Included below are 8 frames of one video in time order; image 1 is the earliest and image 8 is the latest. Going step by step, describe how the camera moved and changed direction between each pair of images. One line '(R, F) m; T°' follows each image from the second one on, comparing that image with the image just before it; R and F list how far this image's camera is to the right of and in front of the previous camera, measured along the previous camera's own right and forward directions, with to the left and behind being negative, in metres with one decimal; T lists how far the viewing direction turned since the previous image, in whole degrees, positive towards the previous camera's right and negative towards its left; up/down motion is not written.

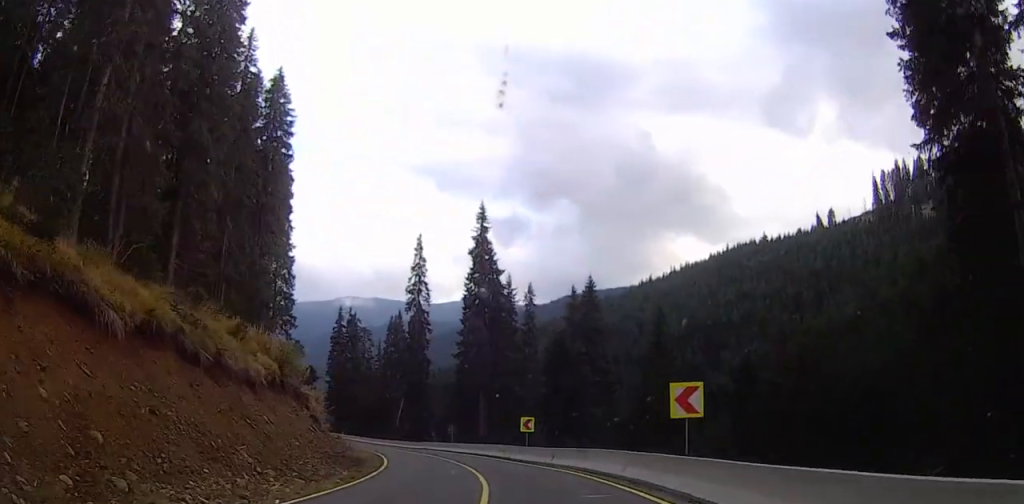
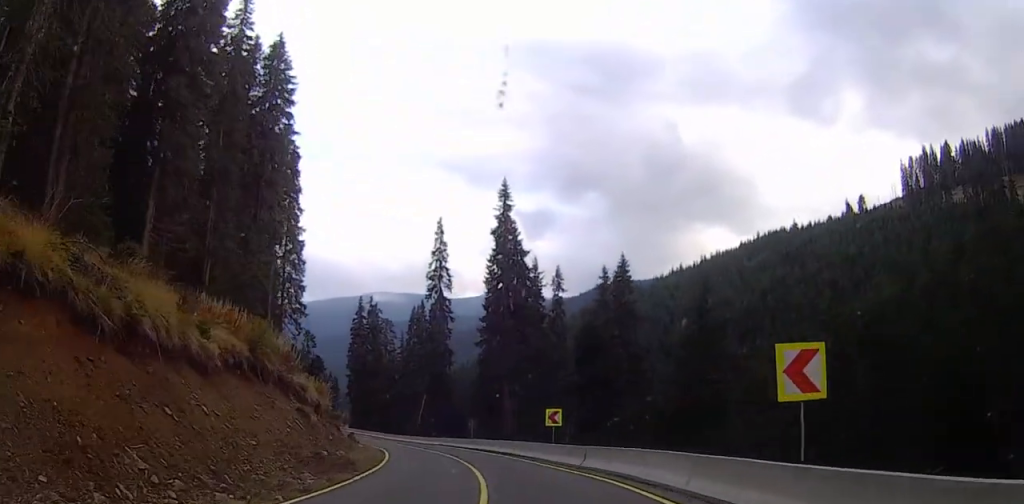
(-0.5, +6.7) m; -3°
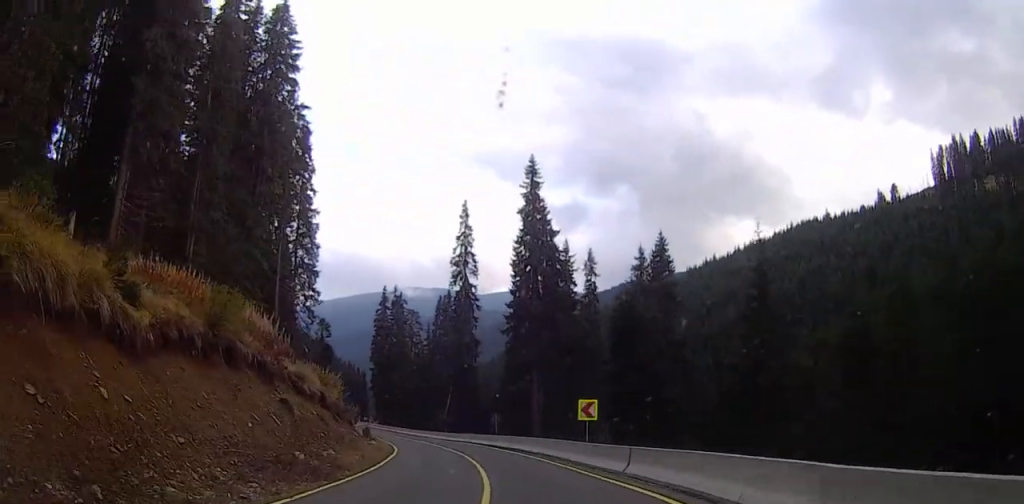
(+0.1, +6.4) m; 0°
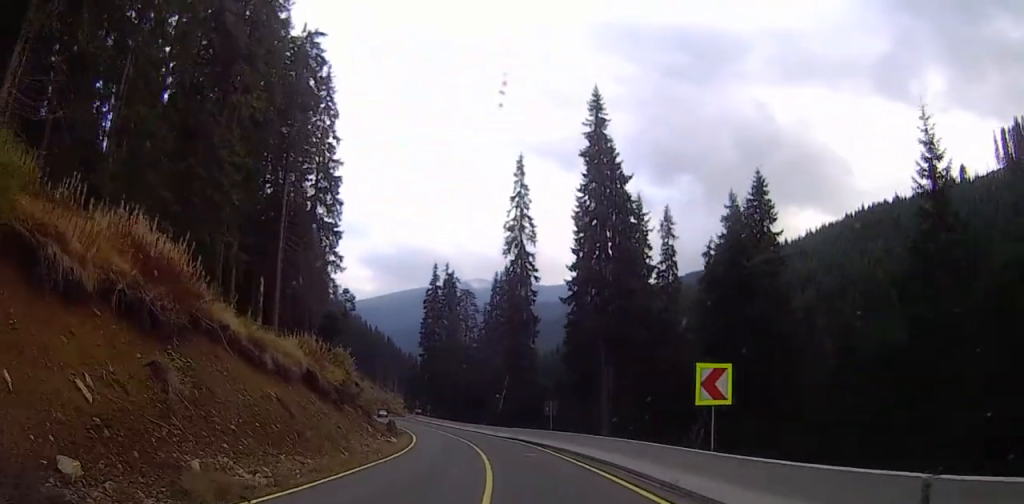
(+0.2, +15.0) m; -1°
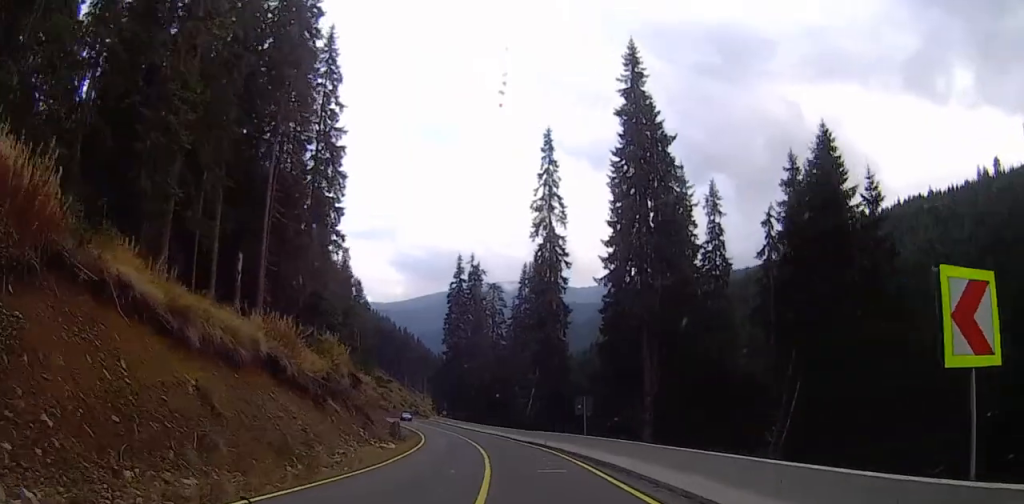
(+0.3, +9.1) m; -3°
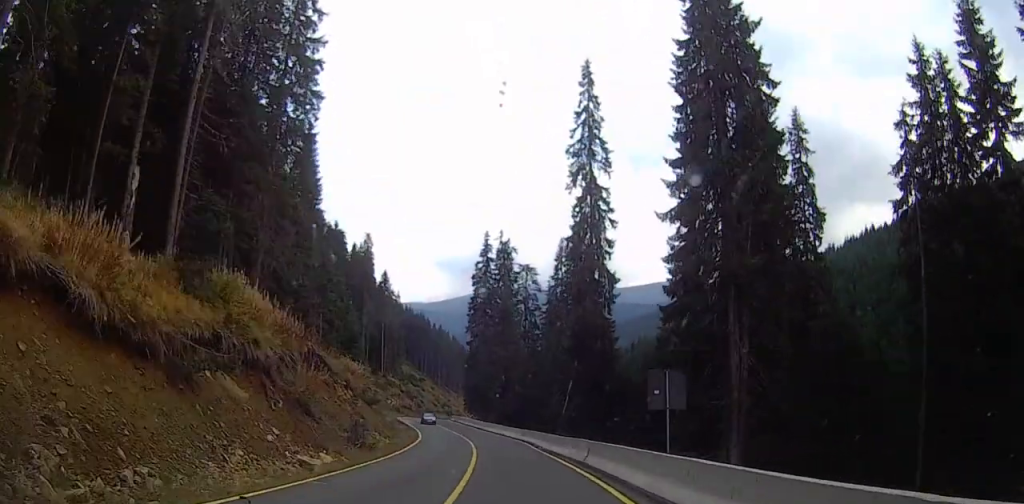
(-1.4, +16.2) m; -7°
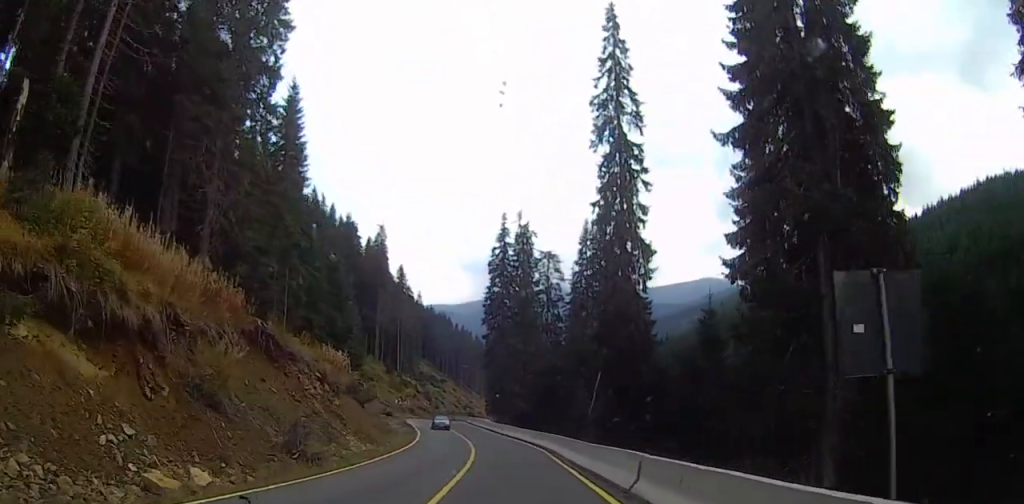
(-0.3, +9.8) m; -1°
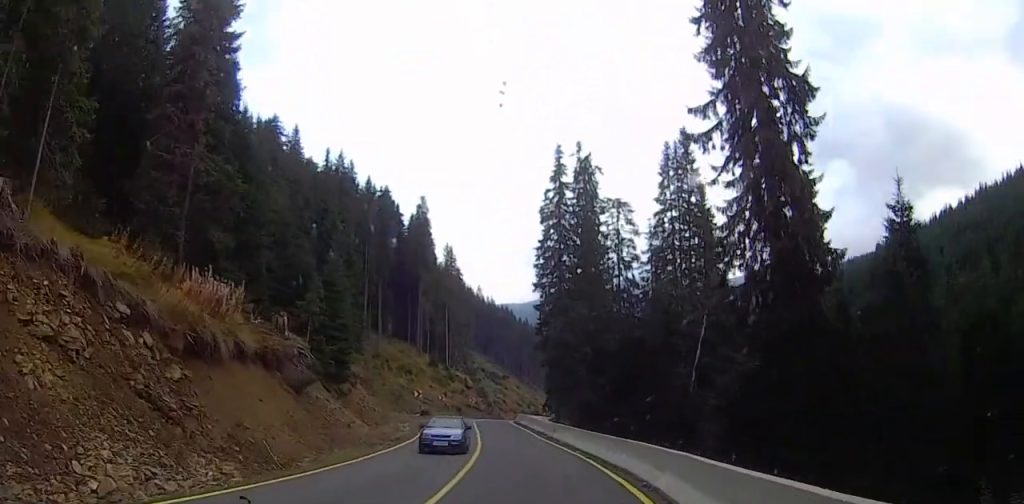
(-0.8, +23.4) m; -7°
